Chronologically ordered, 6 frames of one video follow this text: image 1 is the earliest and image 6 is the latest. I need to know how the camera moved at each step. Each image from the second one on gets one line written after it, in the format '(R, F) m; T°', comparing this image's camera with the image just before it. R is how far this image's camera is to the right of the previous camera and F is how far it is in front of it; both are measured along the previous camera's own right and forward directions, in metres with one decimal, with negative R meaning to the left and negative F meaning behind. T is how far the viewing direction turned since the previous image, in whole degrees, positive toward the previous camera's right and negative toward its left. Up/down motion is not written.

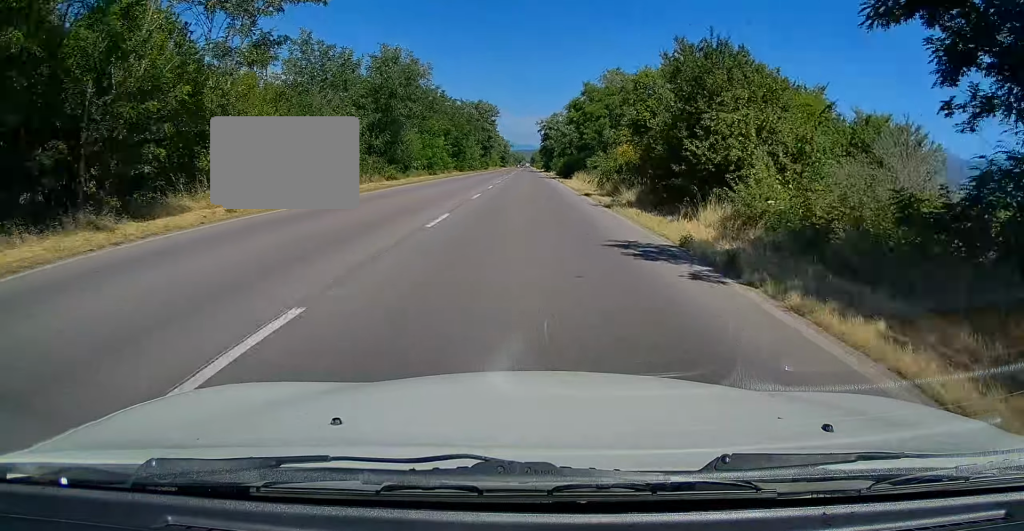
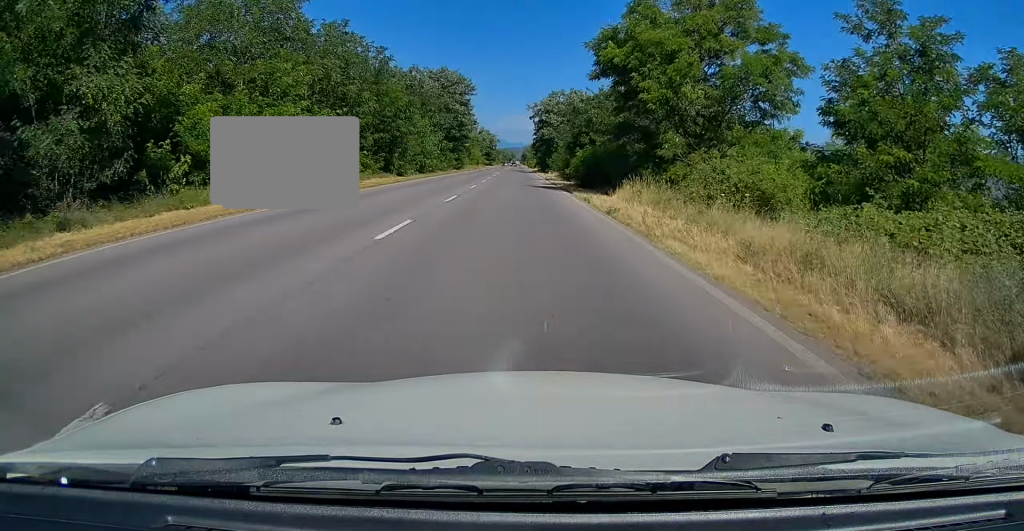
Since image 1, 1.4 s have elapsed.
(-0.2, +31.6) m; 0°
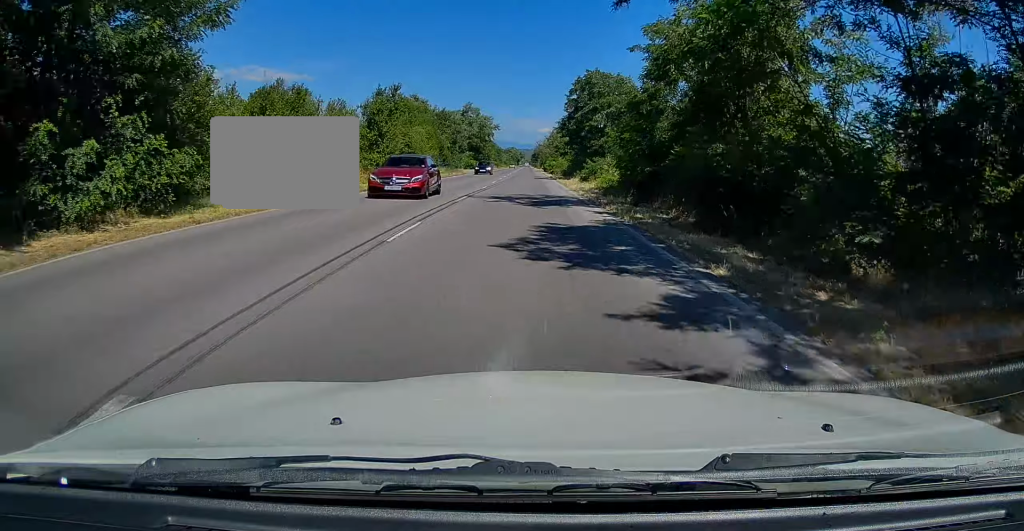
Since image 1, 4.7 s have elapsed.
(-0.8, +78.3) m; -2°
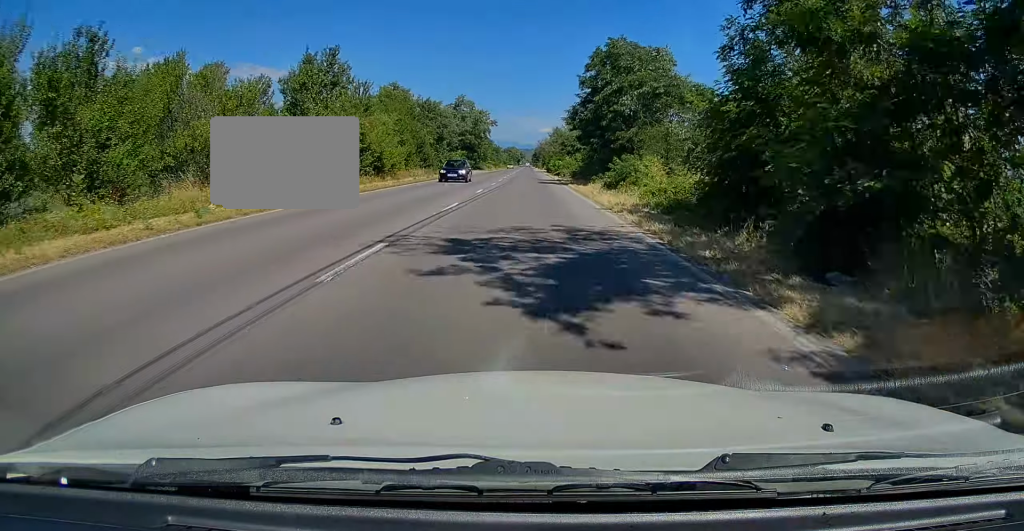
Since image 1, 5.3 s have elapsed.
(-0.1, +13.3) m; 0°
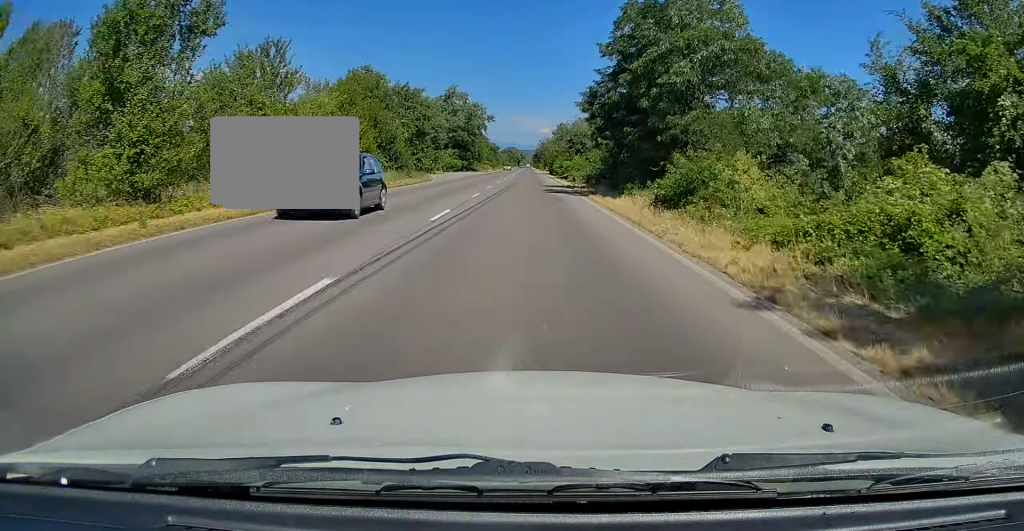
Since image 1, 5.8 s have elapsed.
(+0.1, +12.6) m; +1°
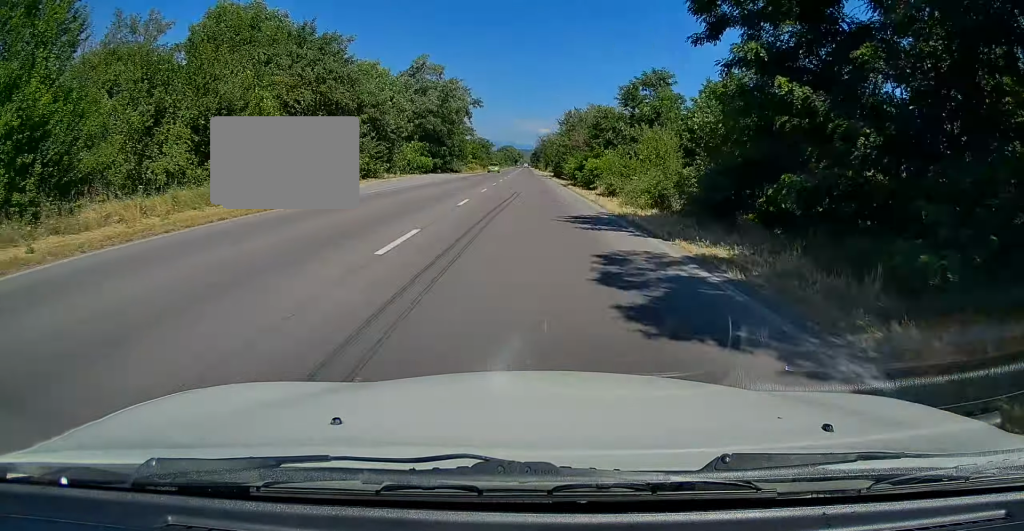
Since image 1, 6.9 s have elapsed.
(+0.4, +24.4) m; +1°
